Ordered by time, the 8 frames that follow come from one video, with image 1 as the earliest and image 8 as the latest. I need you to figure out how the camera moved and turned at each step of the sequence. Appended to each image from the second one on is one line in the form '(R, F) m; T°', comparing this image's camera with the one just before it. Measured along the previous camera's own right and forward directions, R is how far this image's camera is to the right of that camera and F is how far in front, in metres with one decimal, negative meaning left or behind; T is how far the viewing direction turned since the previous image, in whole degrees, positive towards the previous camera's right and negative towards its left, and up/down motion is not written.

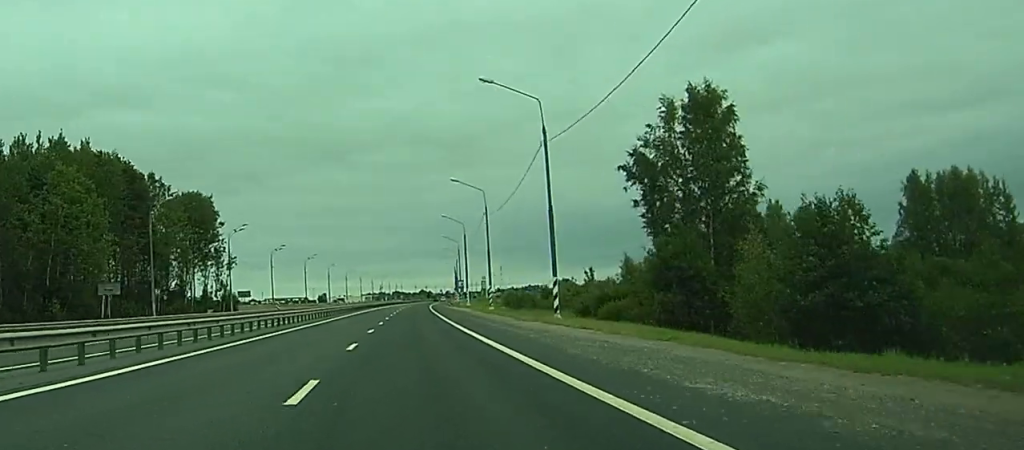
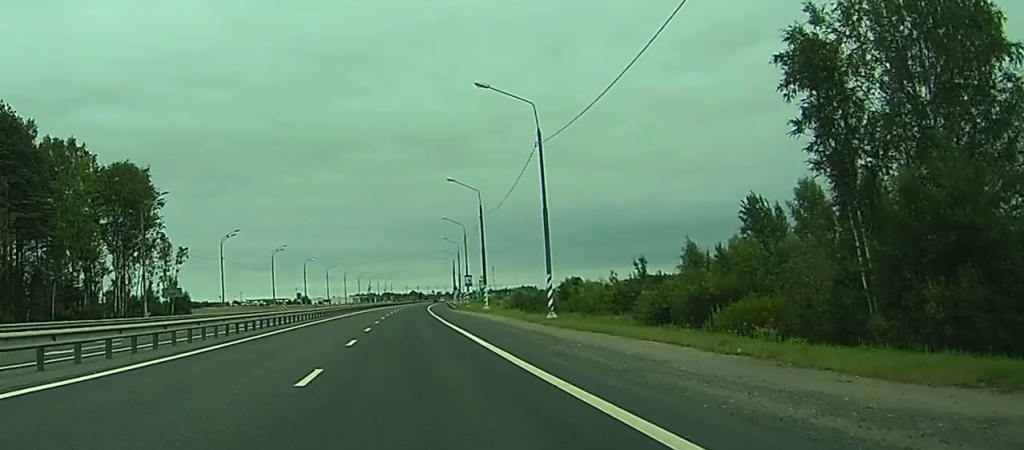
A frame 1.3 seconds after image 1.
(+0.2, +33.2) m; 0°
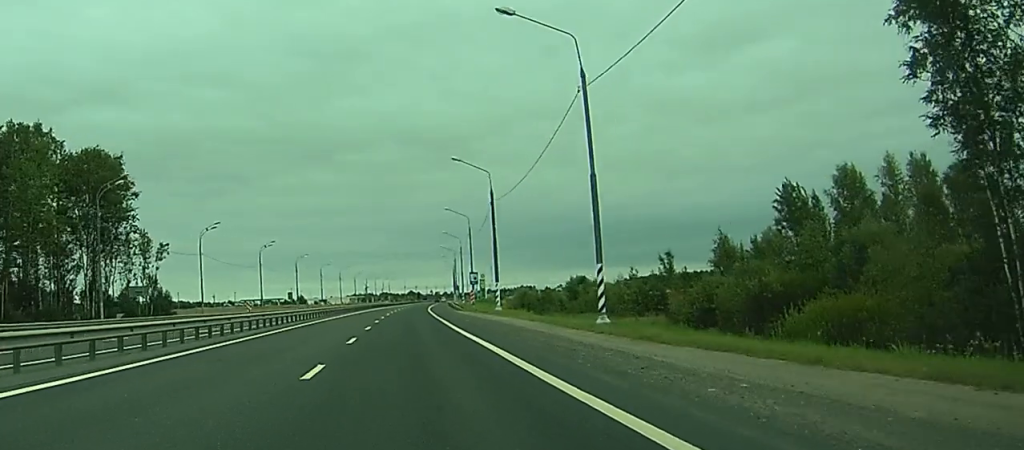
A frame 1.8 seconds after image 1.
(0.0, +10.8) m; 0°
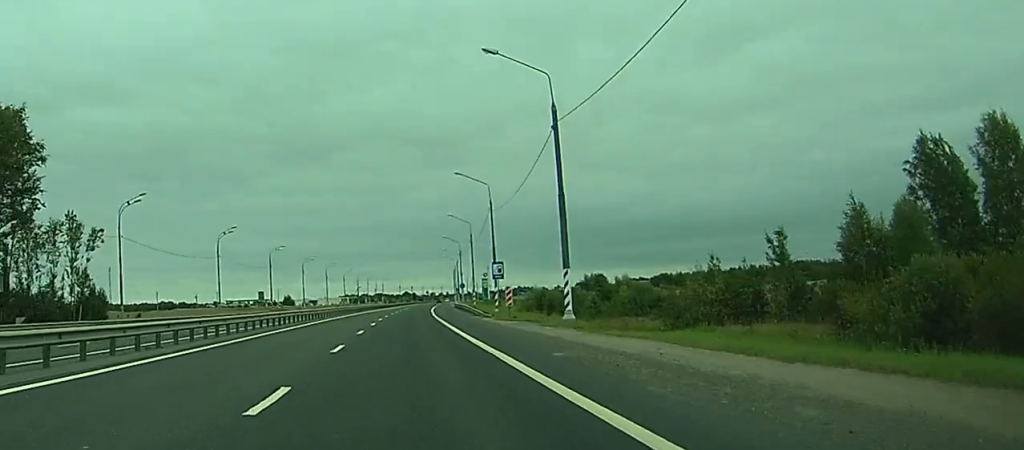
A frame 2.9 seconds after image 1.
(0.0, +28.0) m; 0°
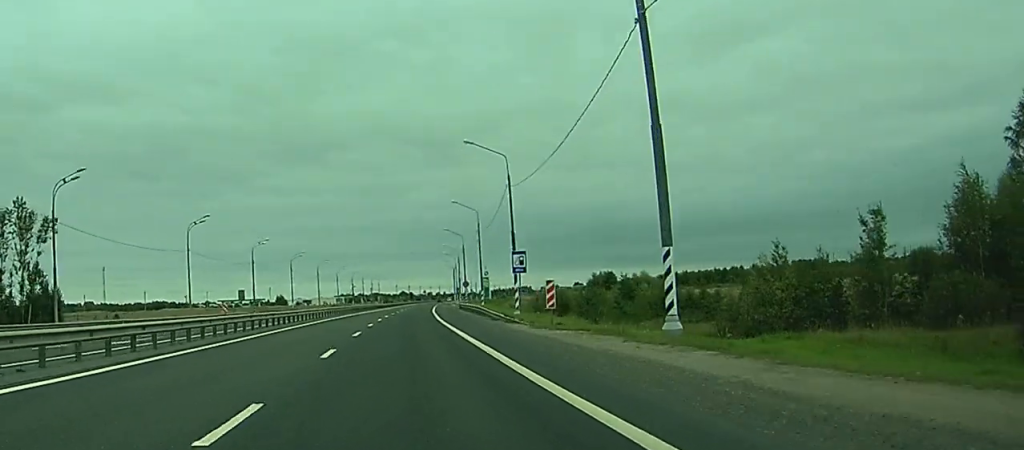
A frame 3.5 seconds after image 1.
(0.0, +13.9) m; 0°
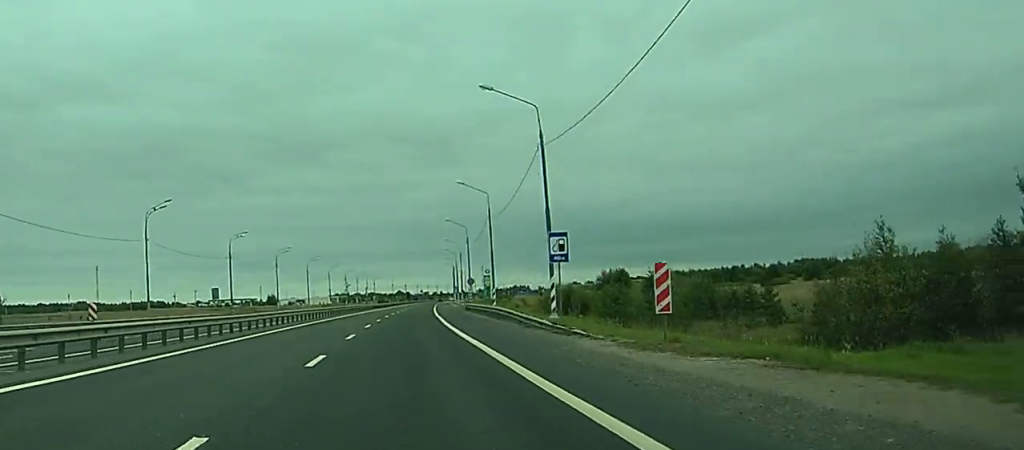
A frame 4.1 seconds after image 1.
(0.0, +14.7) m; 0°
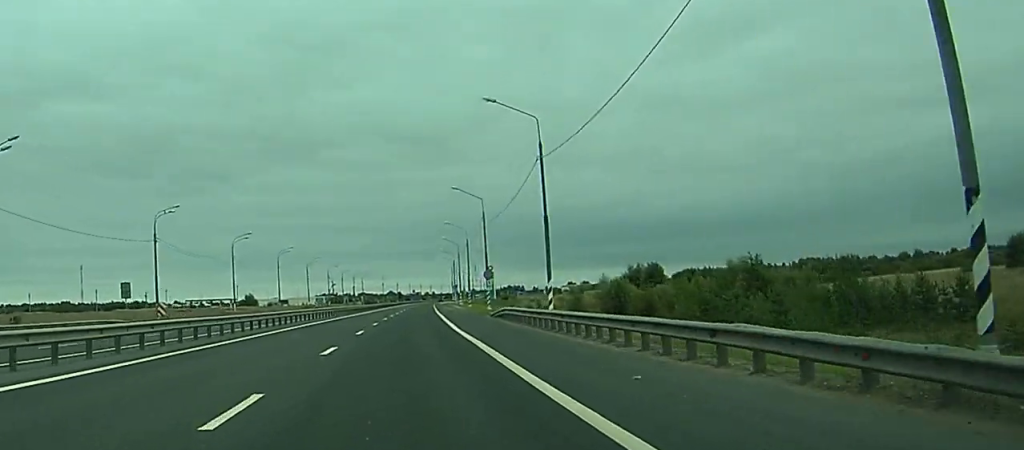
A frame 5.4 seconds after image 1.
(+0.3, +32.2) m; +1°
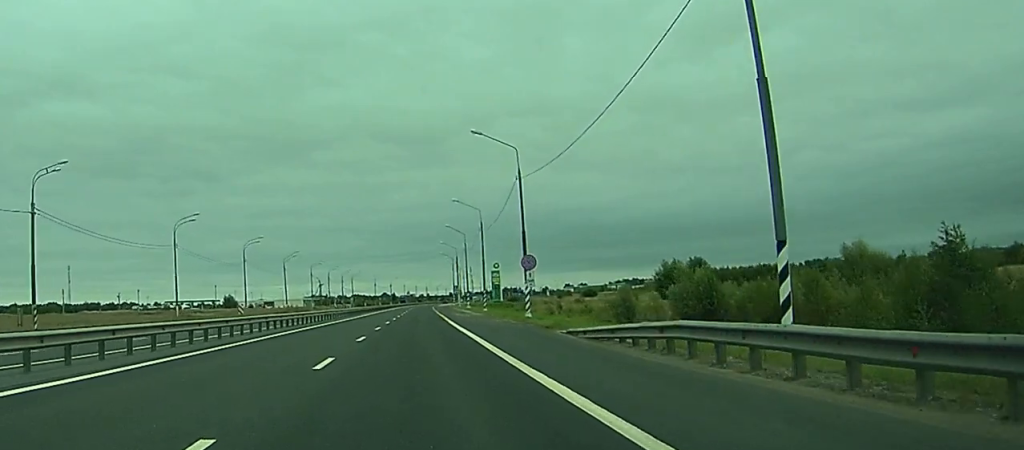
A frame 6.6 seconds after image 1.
(+0.2, +27.9) m; +1°
